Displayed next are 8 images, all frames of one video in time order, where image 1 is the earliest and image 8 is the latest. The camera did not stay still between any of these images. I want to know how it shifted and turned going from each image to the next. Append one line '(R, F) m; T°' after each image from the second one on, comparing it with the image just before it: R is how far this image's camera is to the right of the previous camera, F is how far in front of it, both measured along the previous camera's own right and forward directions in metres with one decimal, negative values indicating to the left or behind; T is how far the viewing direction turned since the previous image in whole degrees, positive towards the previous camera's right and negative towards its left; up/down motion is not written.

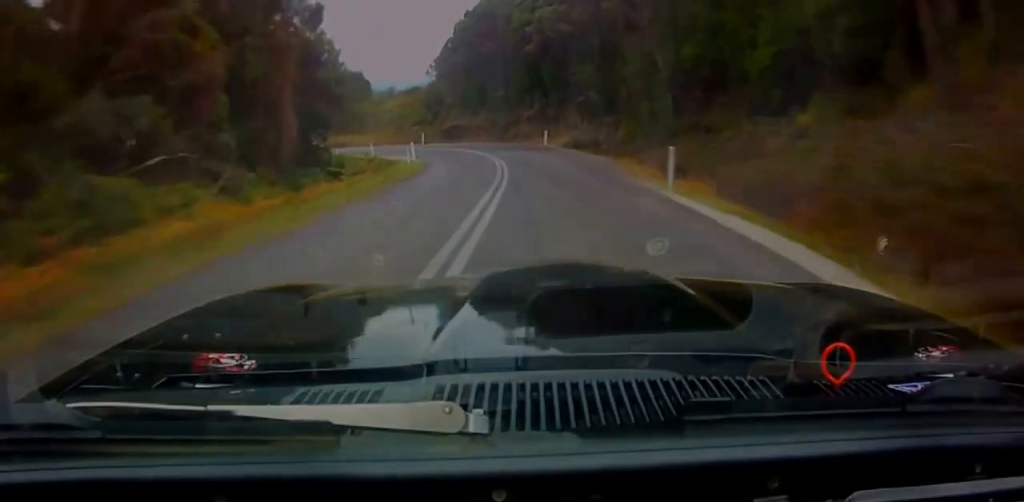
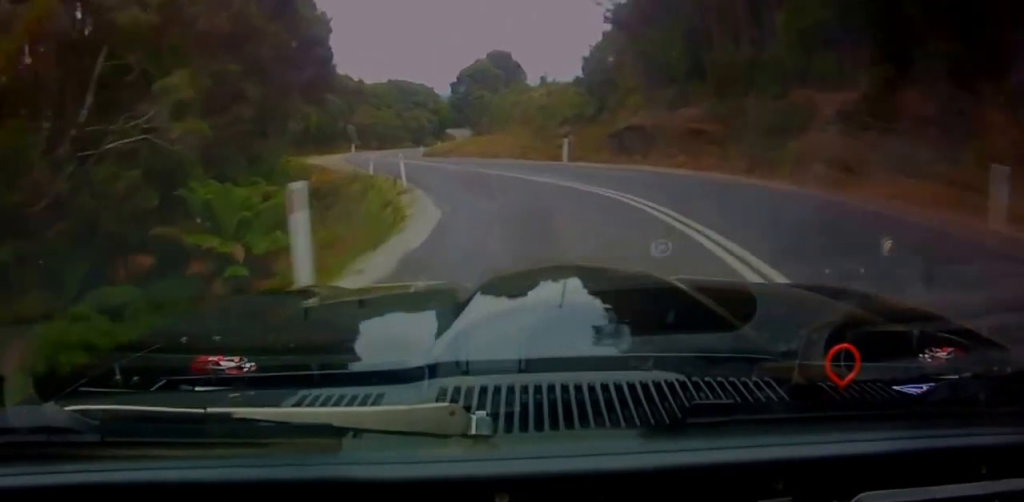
(-2.5, +38.5) m; -10°
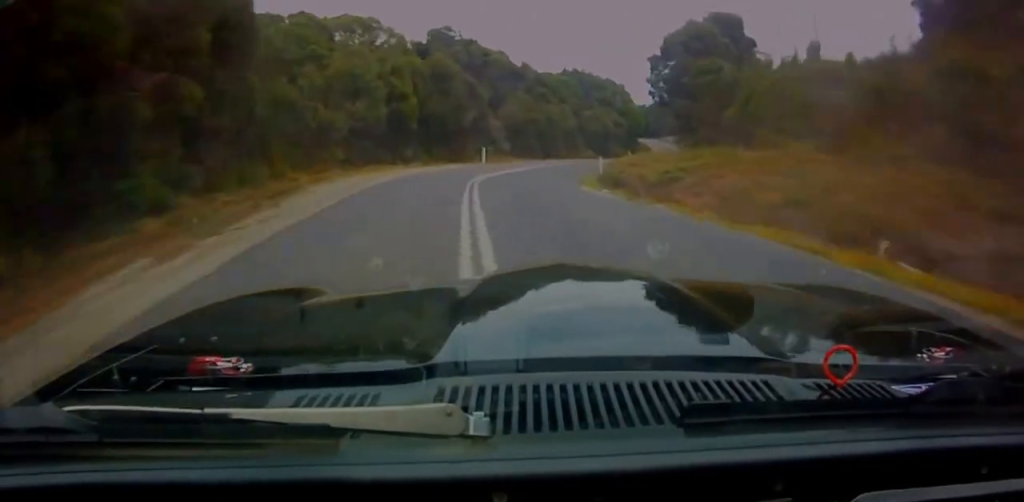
(-3.0, +33.5) m; -5°
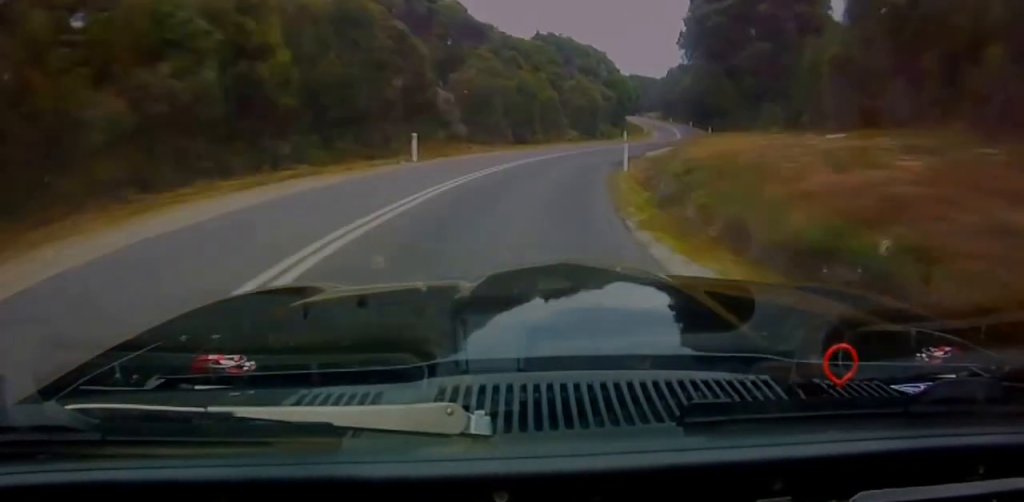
(-0.5, +19.5) m; +2°
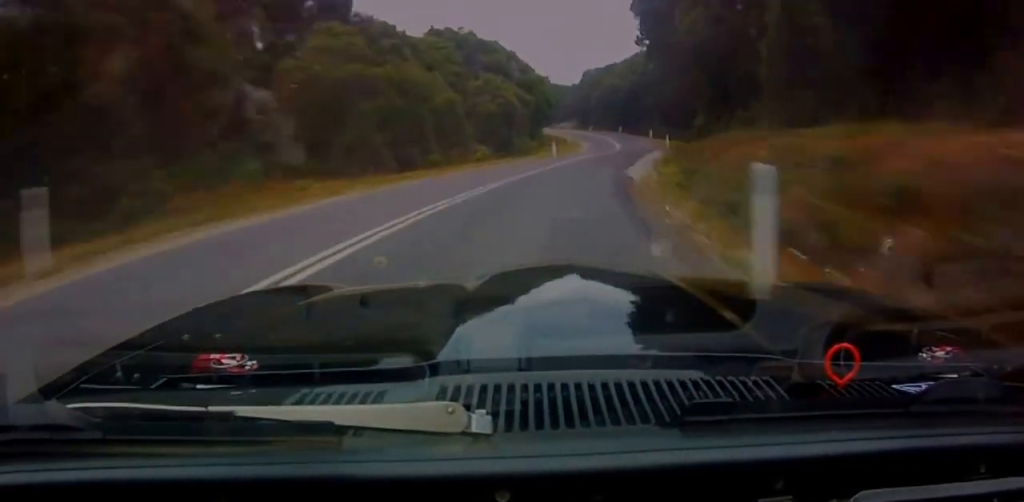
(+0.2, +17.9) m; +2°
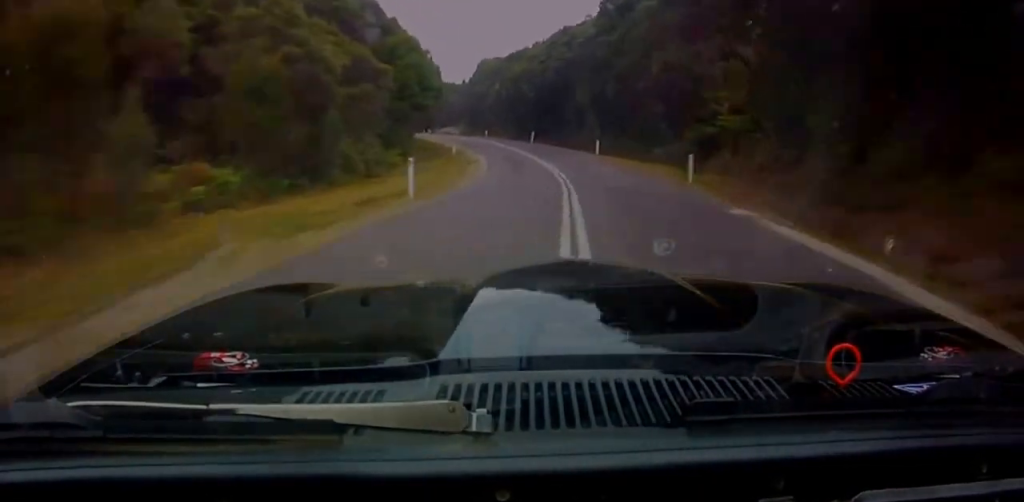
(+1.8, +31.8) m; +1°
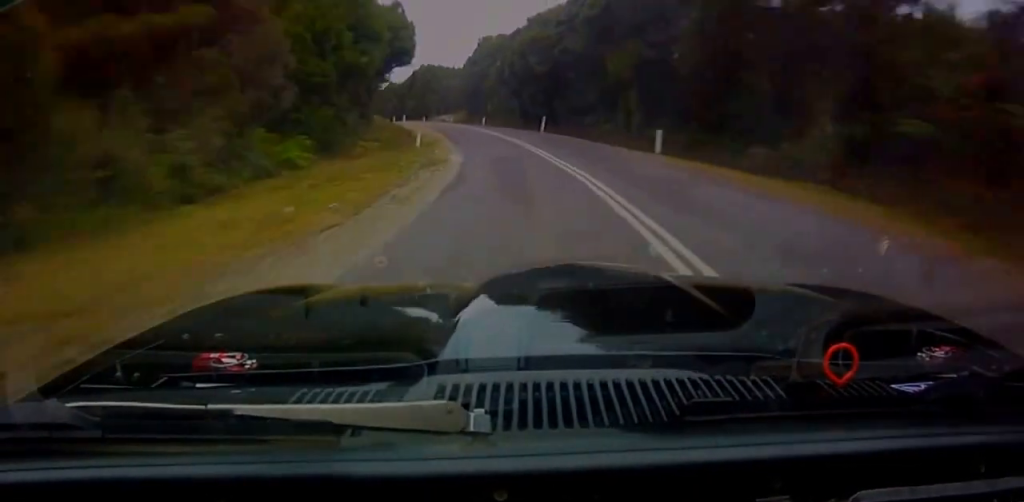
(-0.4, +18.8) m; -2°
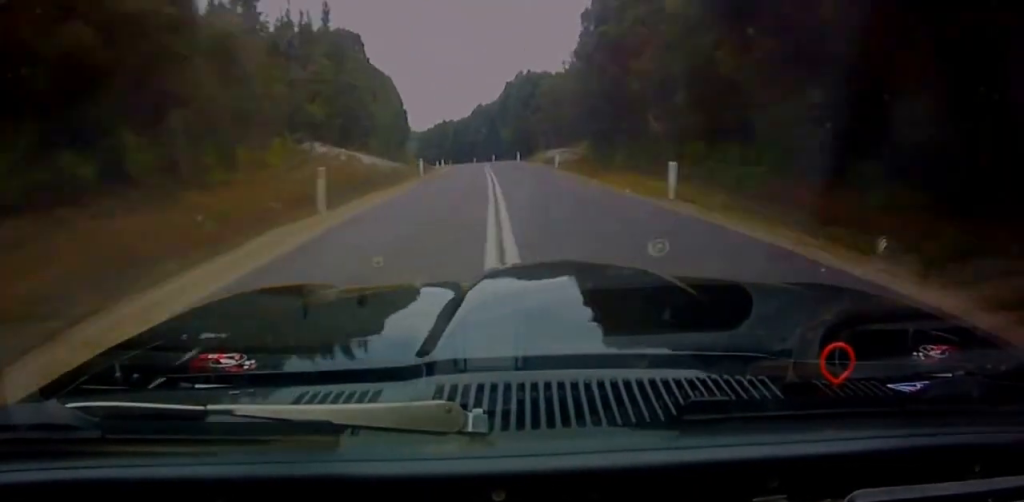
(-2.6, +53.3) m; -11°
